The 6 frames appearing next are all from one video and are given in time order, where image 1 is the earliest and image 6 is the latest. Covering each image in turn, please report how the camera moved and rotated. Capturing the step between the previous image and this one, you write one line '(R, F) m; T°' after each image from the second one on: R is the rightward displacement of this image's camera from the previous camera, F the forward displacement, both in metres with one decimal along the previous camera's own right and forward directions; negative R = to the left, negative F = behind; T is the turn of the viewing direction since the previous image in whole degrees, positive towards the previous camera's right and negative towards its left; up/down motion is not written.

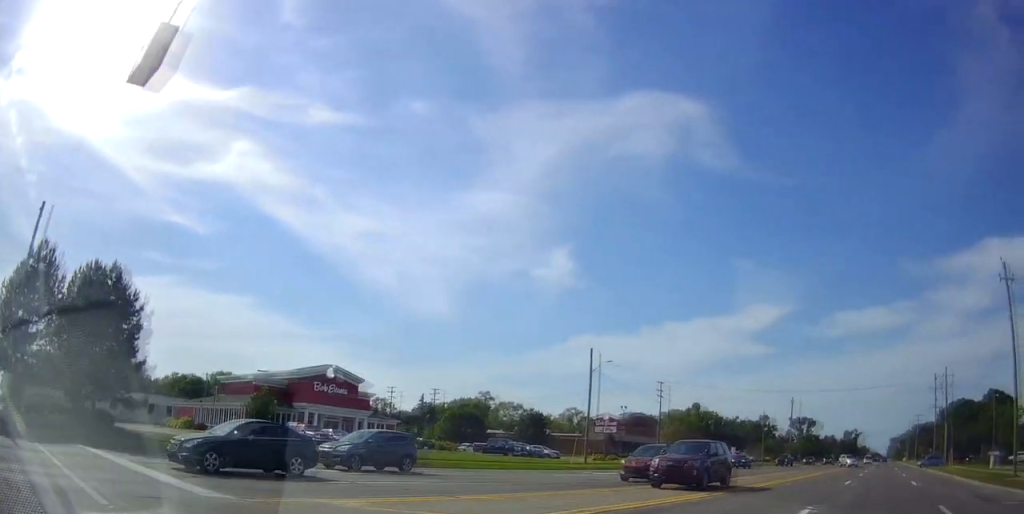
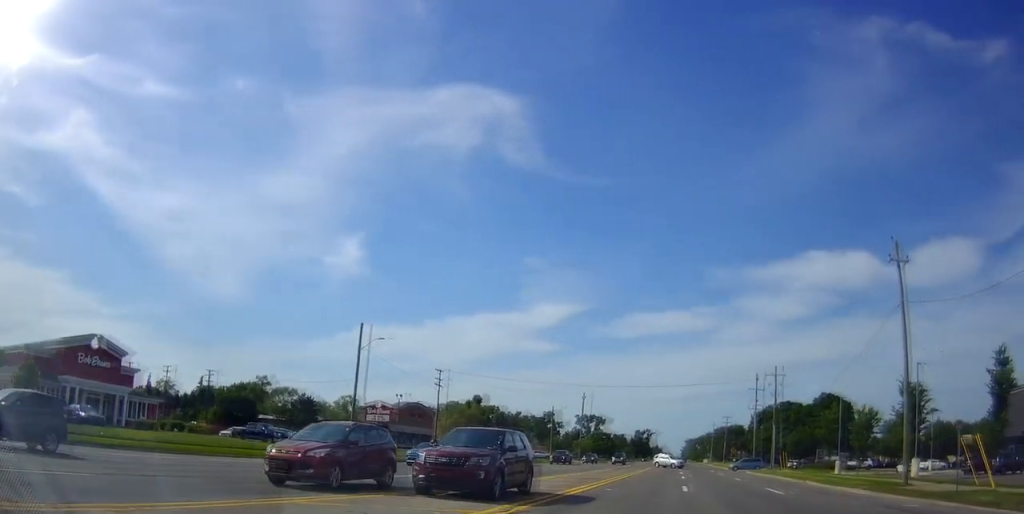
(+0.5, +5.8) m; +14°
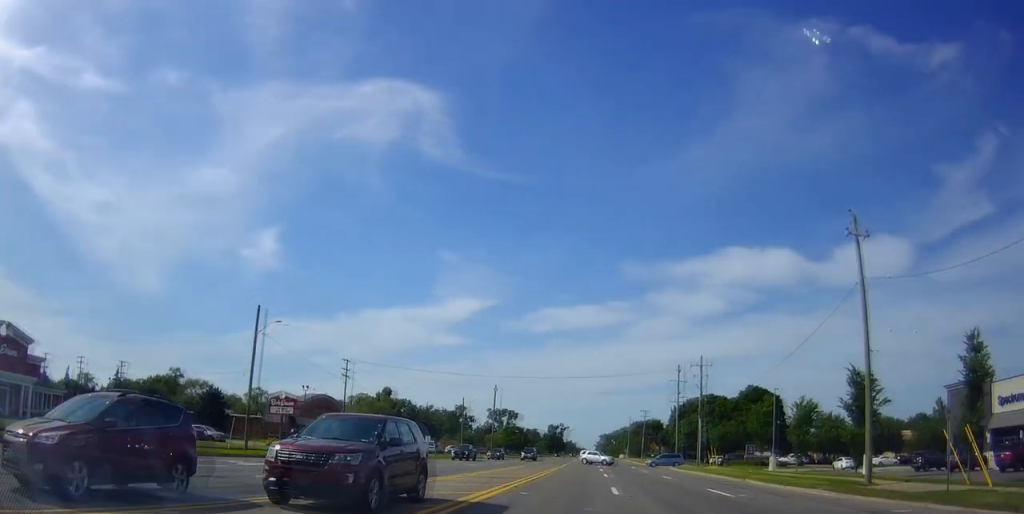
(+0.4, +3.0) m; +7°
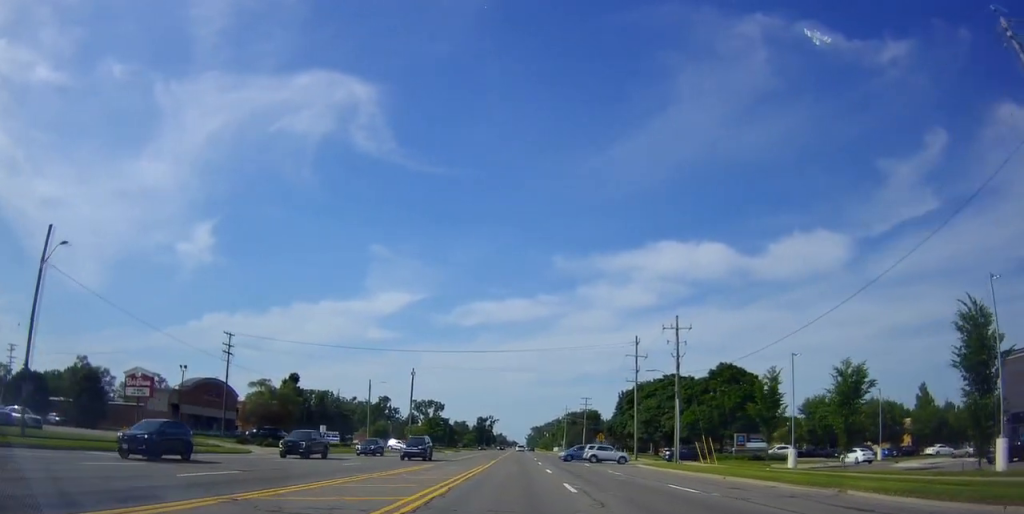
(+2.5, +15.1) m; +14°
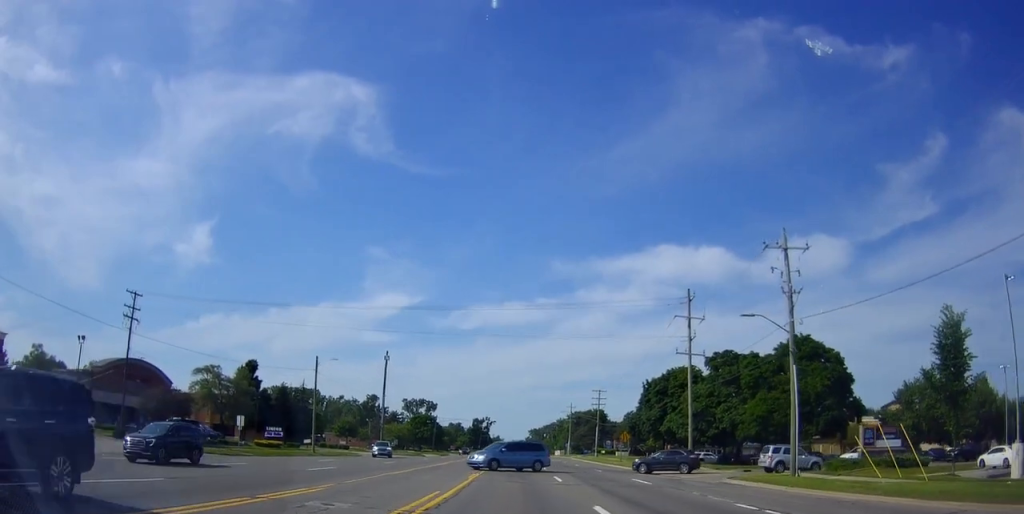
(+1.3, +20.4) m; +4°
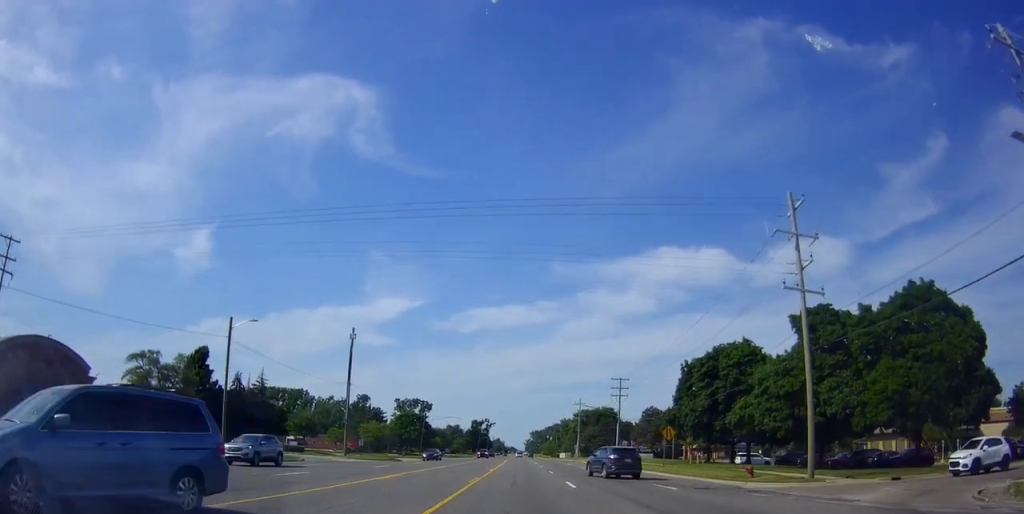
(-1.4, +20.8) m; -4°
